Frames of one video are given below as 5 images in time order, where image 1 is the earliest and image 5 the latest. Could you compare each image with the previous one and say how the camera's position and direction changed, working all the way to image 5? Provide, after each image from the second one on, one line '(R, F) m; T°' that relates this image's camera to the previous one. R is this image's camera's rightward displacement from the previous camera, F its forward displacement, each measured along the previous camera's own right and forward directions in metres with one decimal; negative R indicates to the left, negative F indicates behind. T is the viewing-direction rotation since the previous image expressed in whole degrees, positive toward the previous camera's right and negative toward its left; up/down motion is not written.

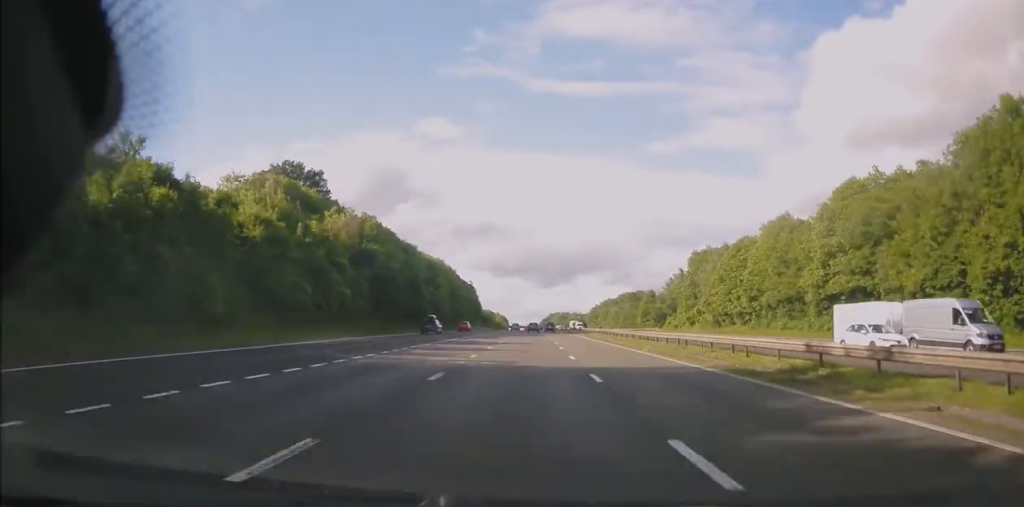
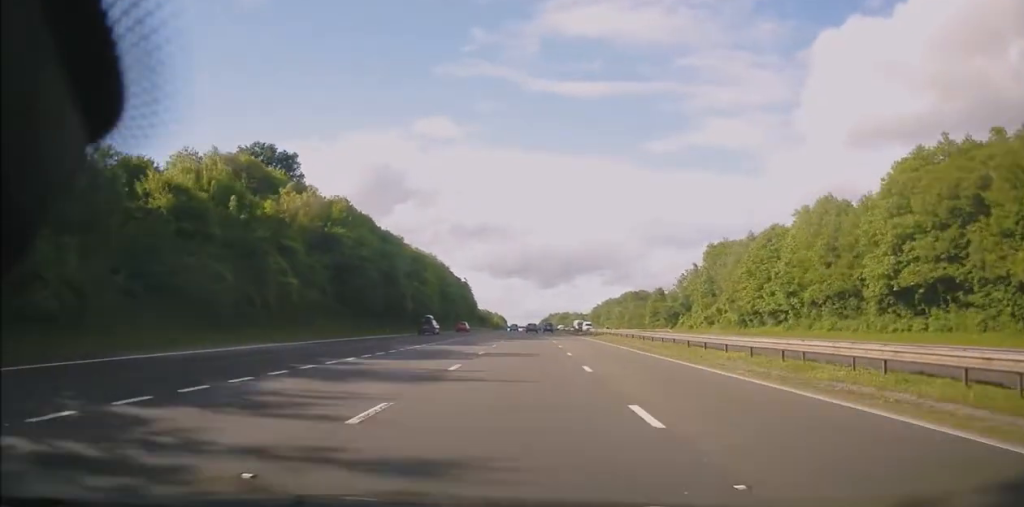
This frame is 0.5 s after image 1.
(+0.1, +14.7) m; 0°
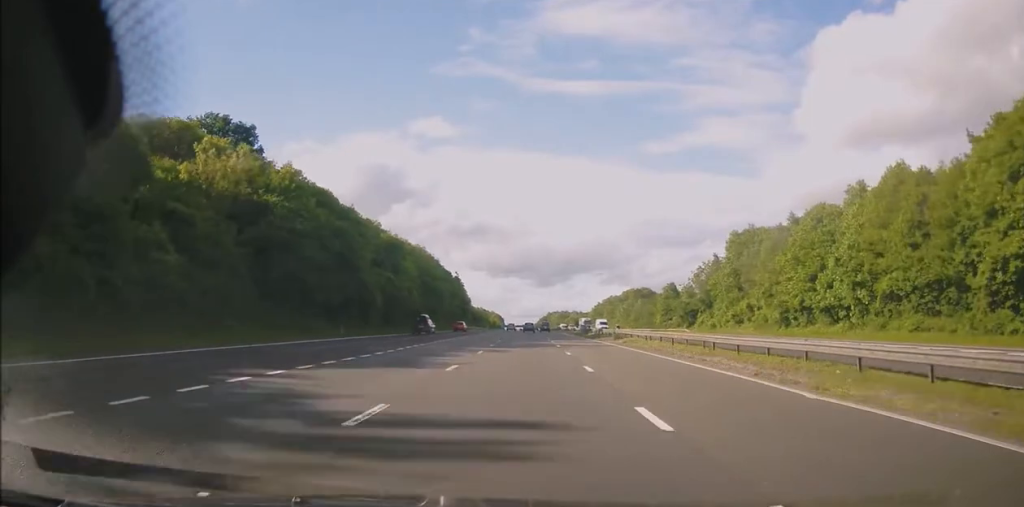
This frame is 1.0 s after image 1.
(0.0, +17.9) m; 0°
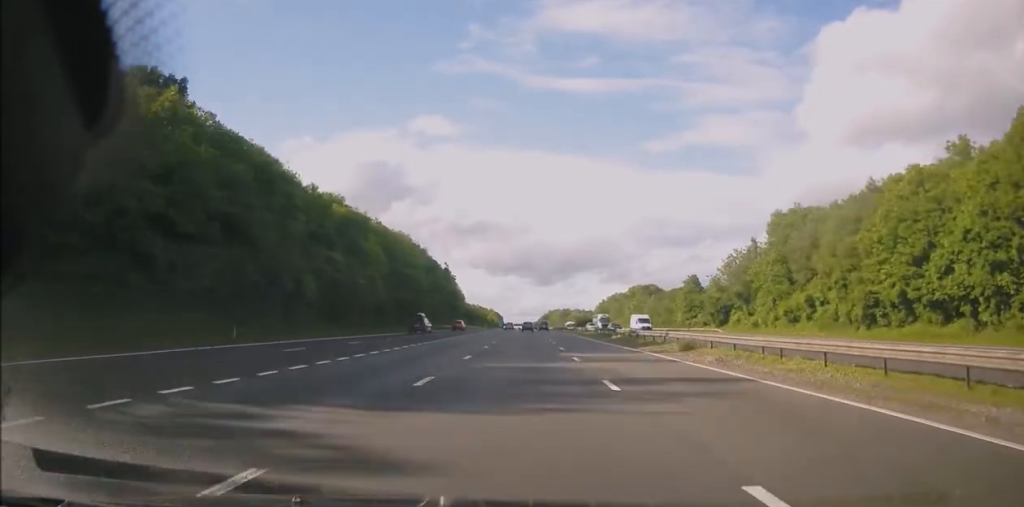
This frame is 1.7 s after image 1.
(-0.1, +22.2) m; 0°
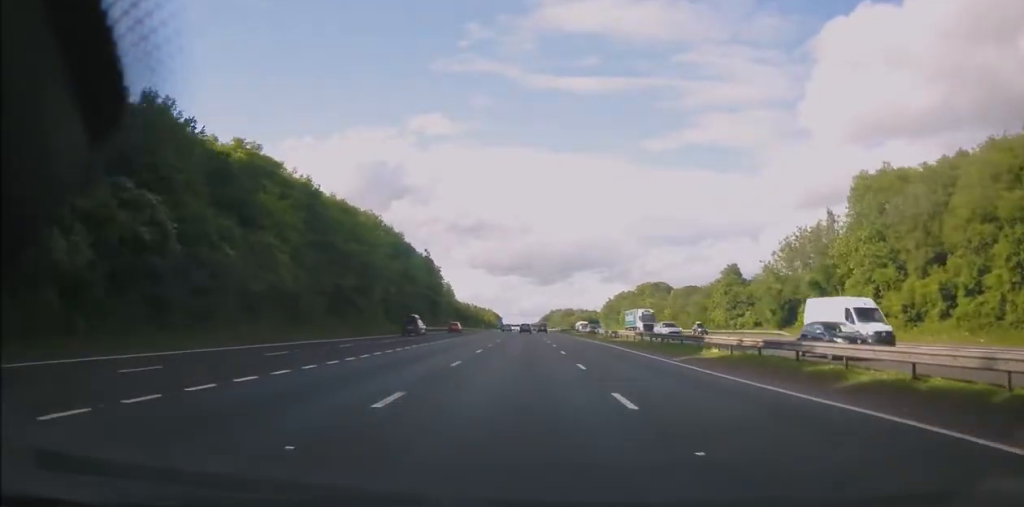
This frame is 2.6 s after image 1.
(-0.2, +28.5) m; 0°
